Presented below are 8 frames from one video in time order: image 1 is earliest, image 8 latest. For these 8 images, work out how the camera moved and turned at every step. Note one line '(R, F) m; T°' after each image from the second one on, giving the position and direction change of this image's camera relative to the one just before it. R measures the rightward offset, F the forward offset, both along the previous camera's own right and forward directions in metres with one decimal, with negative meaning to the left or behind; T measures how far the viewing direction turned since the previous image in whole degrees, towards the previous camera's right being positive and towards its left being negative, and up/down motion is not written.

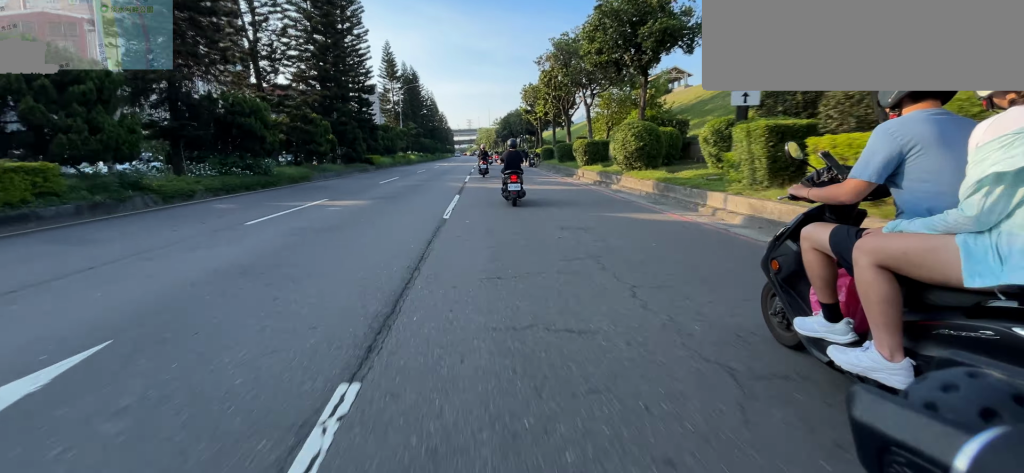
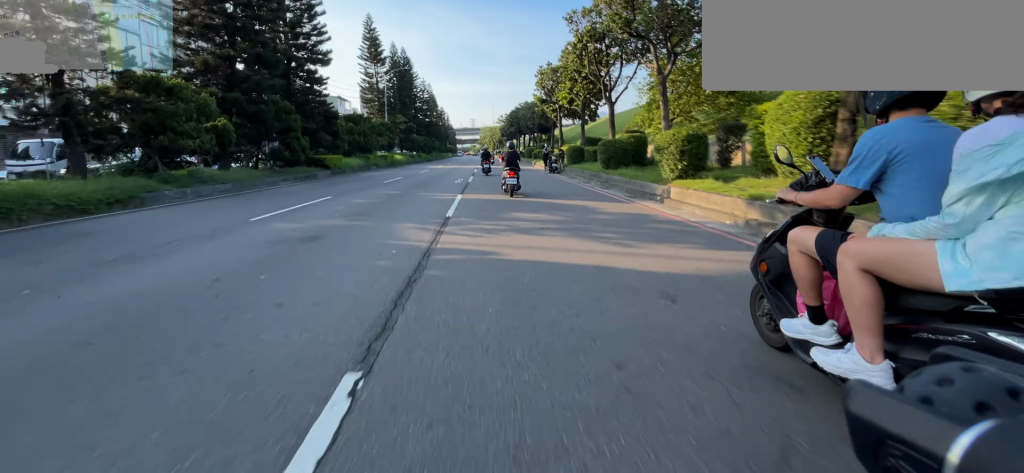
(0.0, +12.2) m; 0°
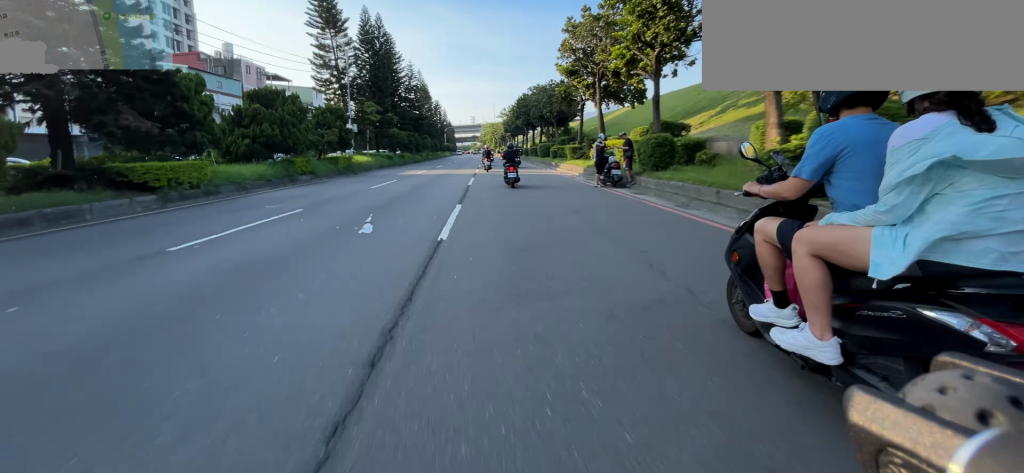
(0.0, +15.3) m; -1°
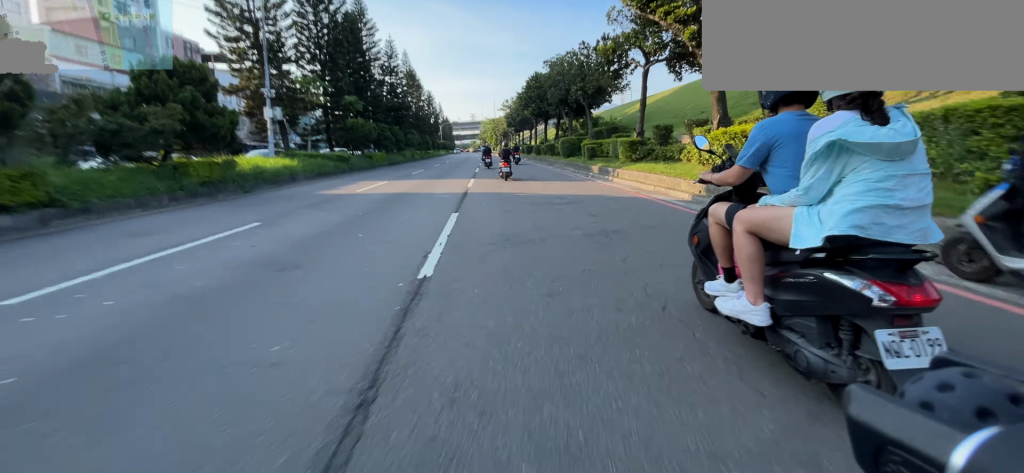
(-0.2, +14.8) m; -1°
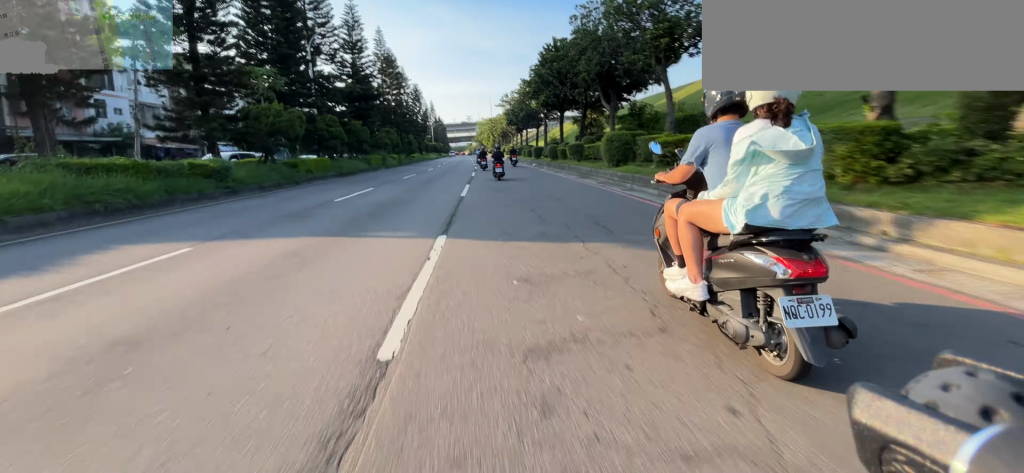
(-0.1, +14.5) m; 0°
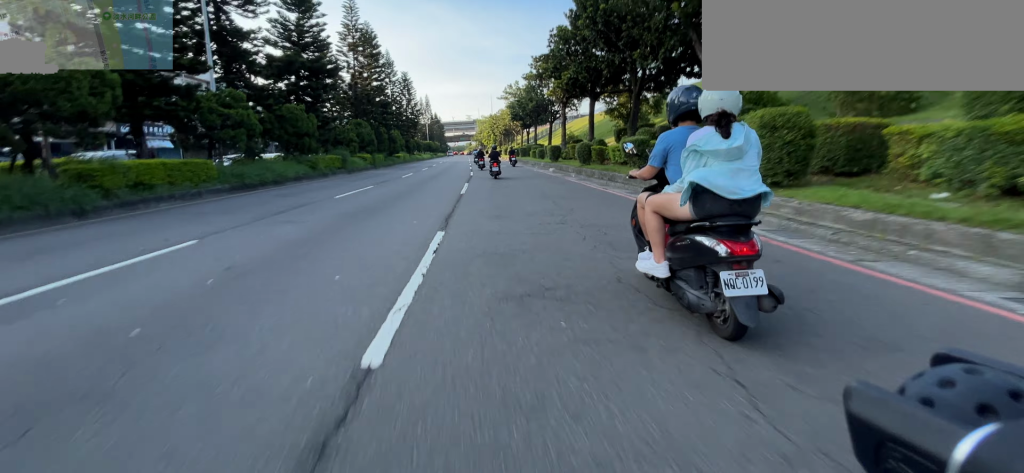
(0.0, +12.2) m; 0°
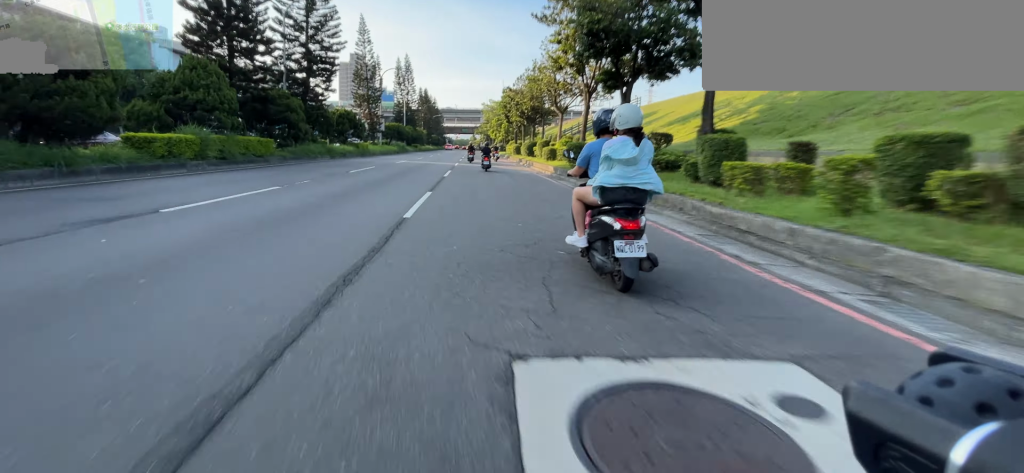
(0.0, +42.5) m; 0°
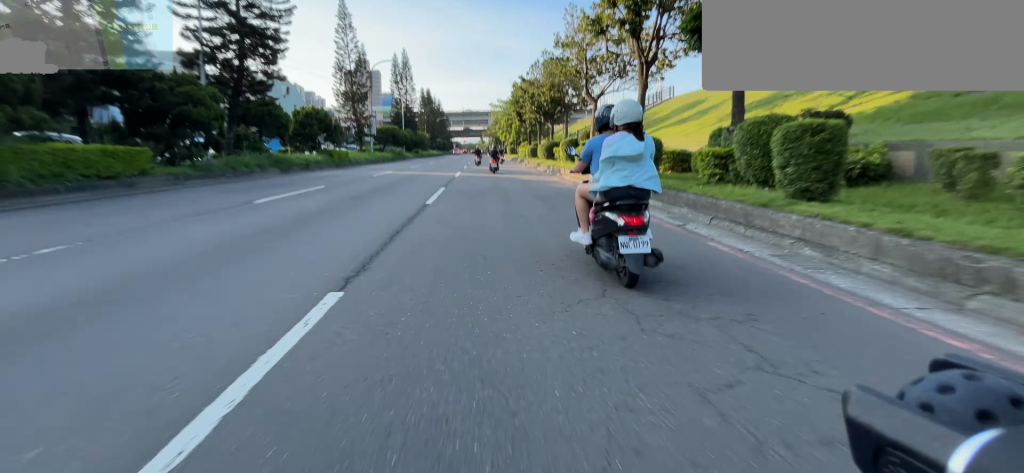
(0.0, +8.6) m; 0°
